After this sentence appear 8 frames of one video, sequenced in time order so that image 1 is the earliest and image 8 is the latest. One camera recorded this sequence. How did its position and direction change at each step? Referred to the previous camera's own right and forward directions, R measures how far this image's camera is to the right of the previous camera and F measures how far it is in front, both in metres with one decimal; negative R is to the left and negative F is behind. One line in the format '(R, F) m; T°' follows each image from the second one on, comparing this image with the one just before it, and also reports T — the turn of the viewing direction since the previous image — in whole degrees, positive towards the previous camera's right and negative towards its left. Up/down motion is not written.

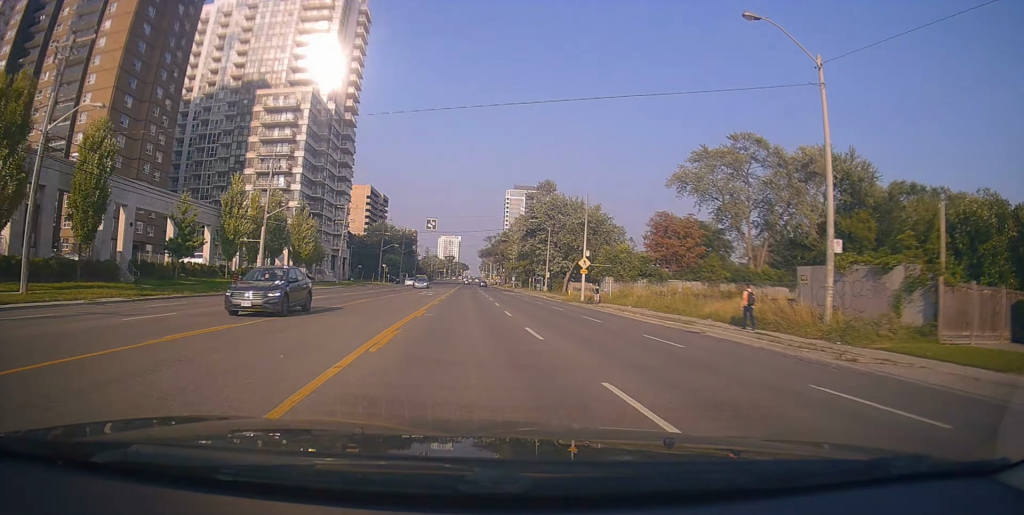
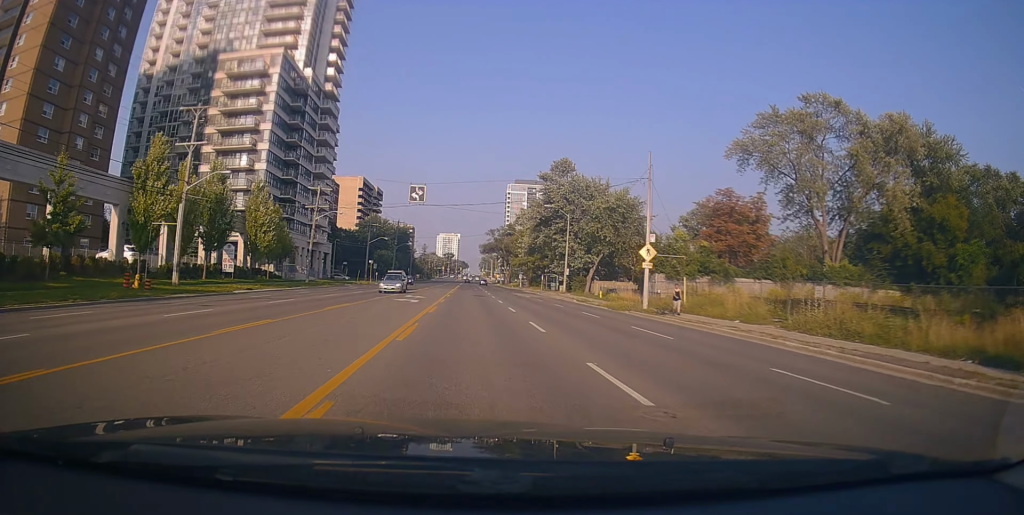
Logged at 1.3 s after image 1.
(+0.9, +16.2) m; +1°
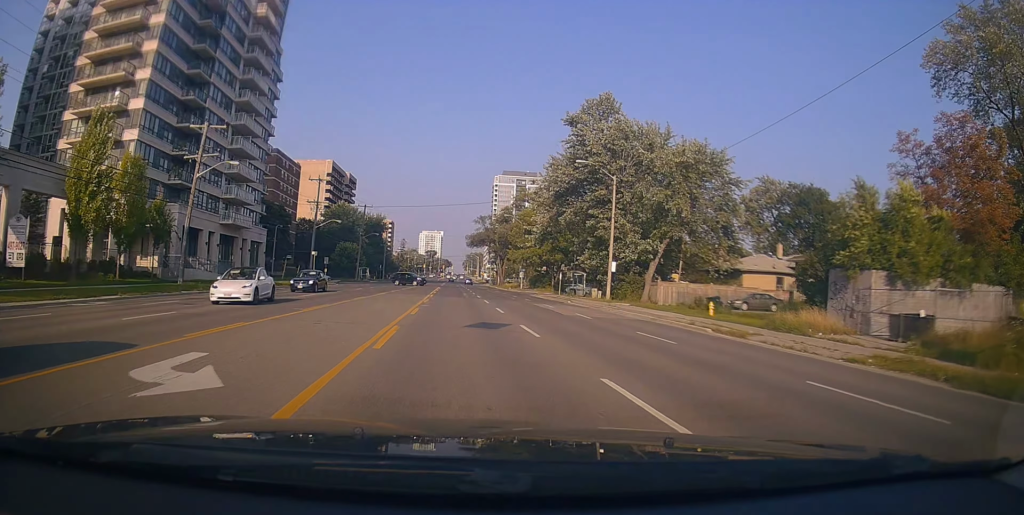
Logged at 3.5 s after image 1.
(-0.1, +28.5) m; 0°
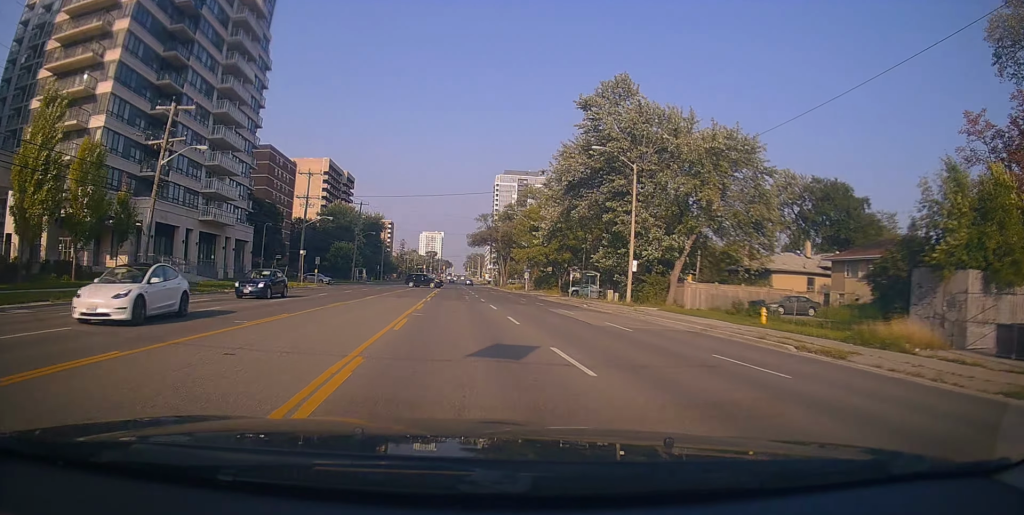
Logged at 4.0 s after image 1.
(+0.2, +5.4) m; 0°
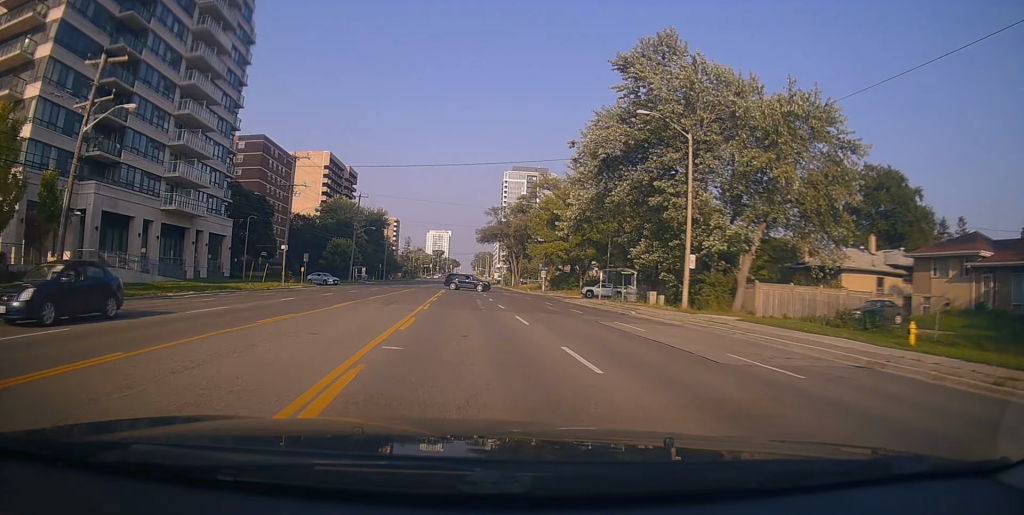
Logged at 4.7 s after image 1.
(-0.5, +9.0) m; 0°
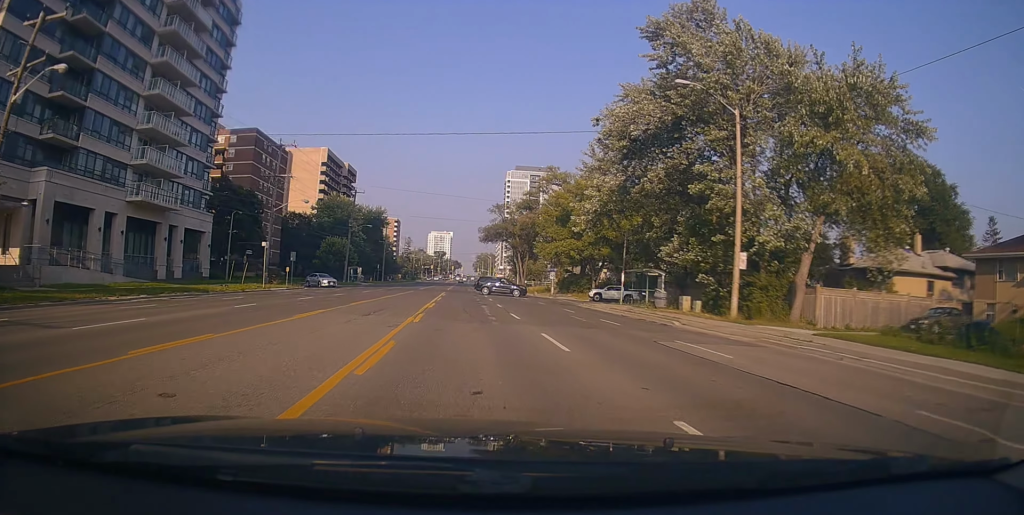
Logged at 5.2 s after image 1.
(0.0, +5.7) m; 0°
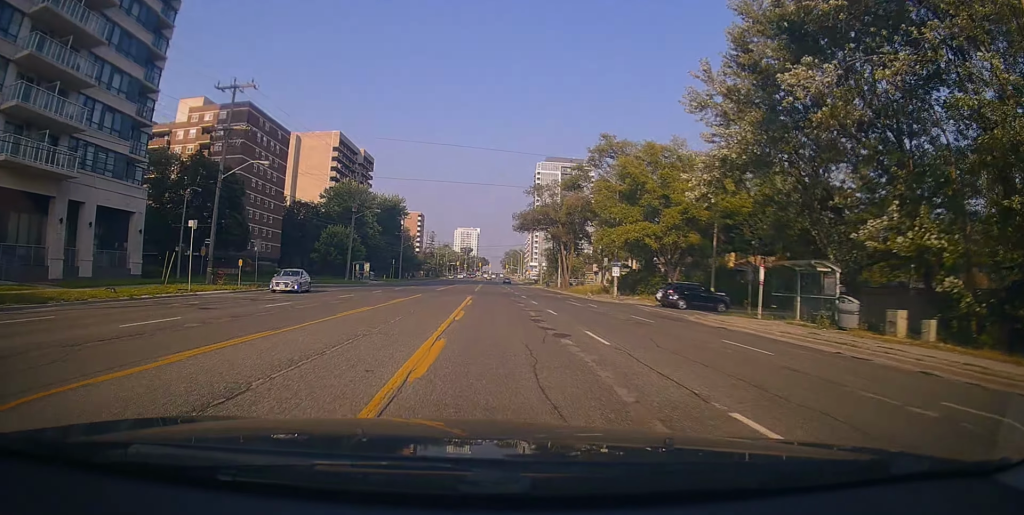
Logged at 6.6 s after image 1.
(0.0, +16.8) m; -4°
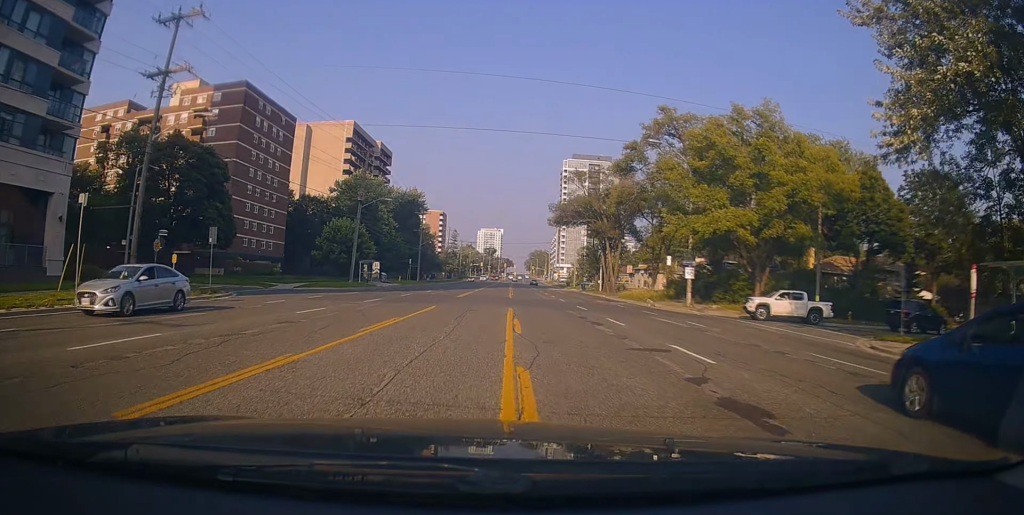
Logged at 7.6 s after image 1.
(-0.5, +11.9) m; -3°
